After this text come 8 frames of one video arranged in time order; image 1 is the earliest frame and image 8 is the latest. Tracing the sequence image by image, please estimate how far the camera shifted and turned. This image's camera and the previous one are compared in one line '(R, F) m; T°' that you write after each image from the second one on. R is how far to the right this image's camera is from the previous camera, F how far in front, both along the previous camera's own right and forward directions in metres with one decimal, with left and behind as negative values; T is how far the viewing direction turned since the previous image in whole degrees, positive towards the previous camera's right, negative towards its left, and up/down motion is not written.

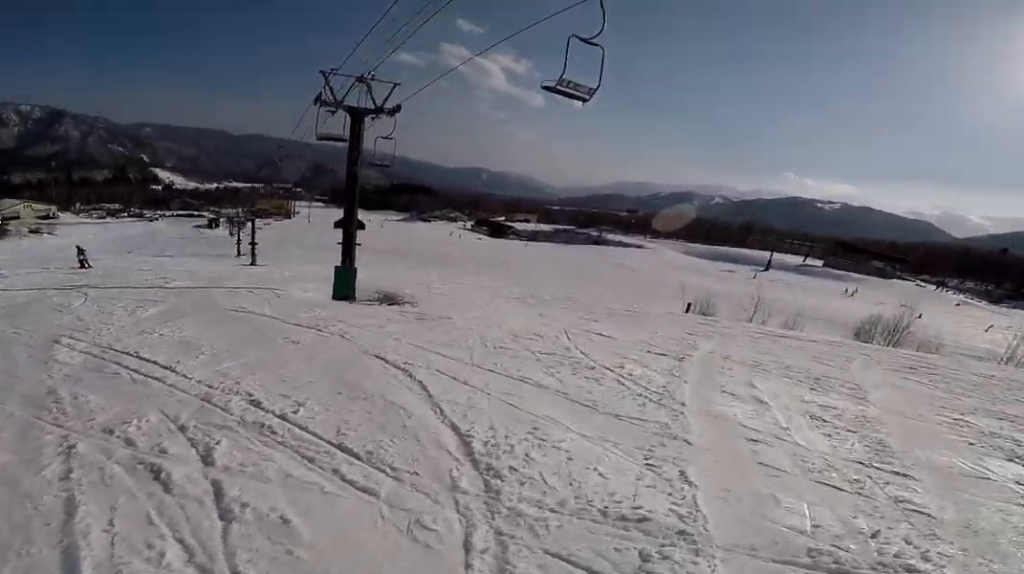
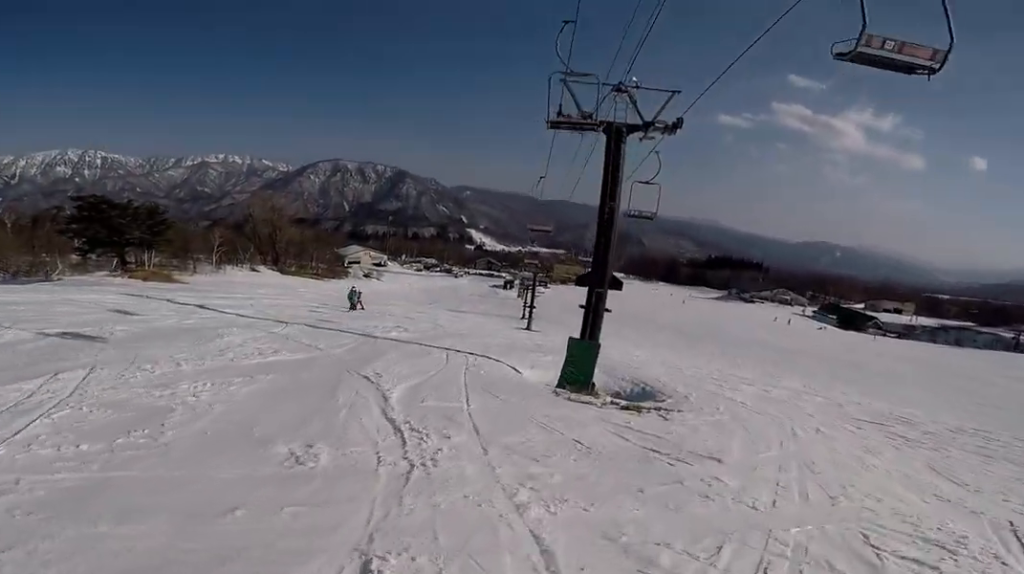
(-2.4, +4.2) m; -46°
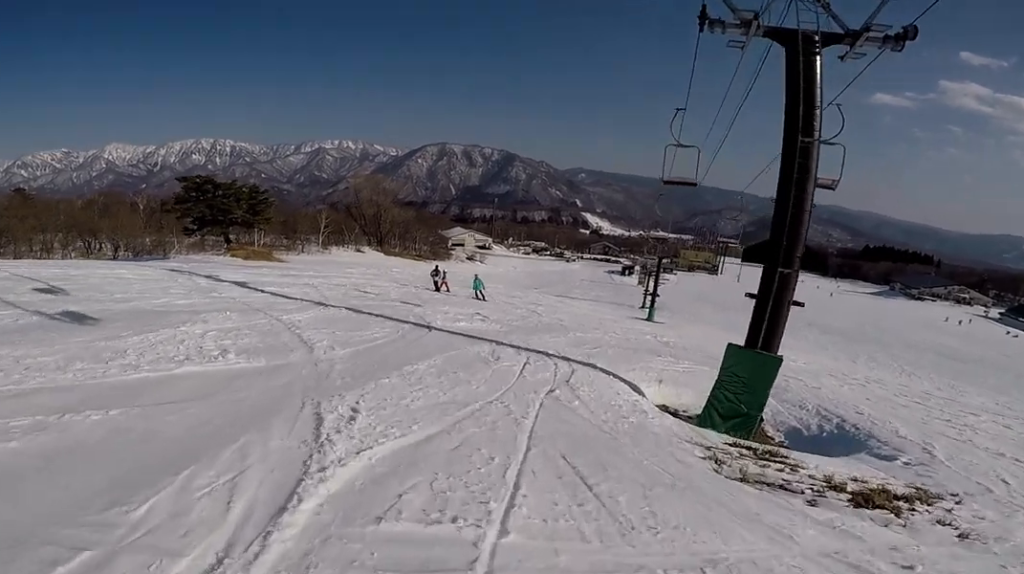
(-0.7, +3.8) m; -20°
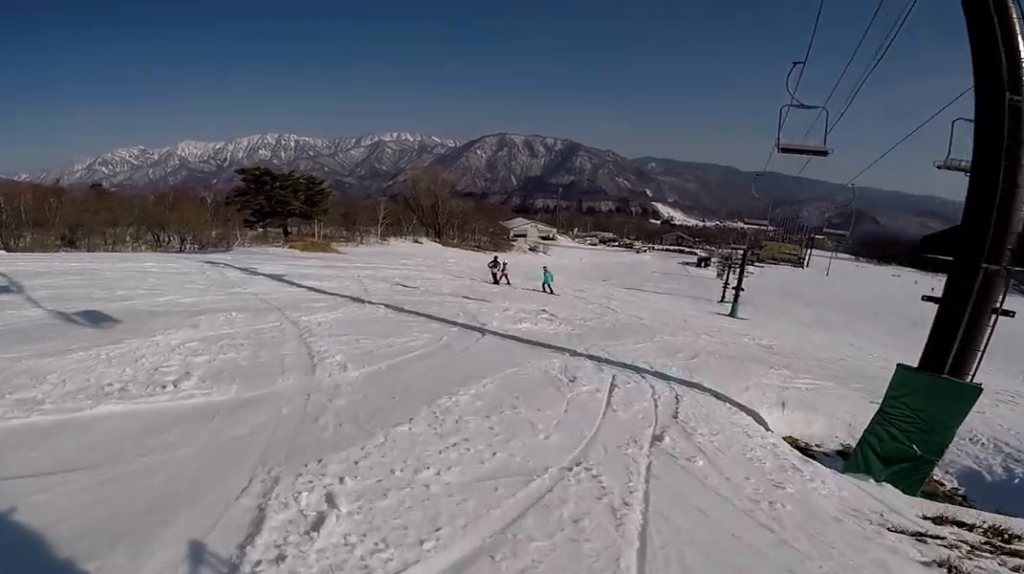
(-0.3, +1.6) m; -7°
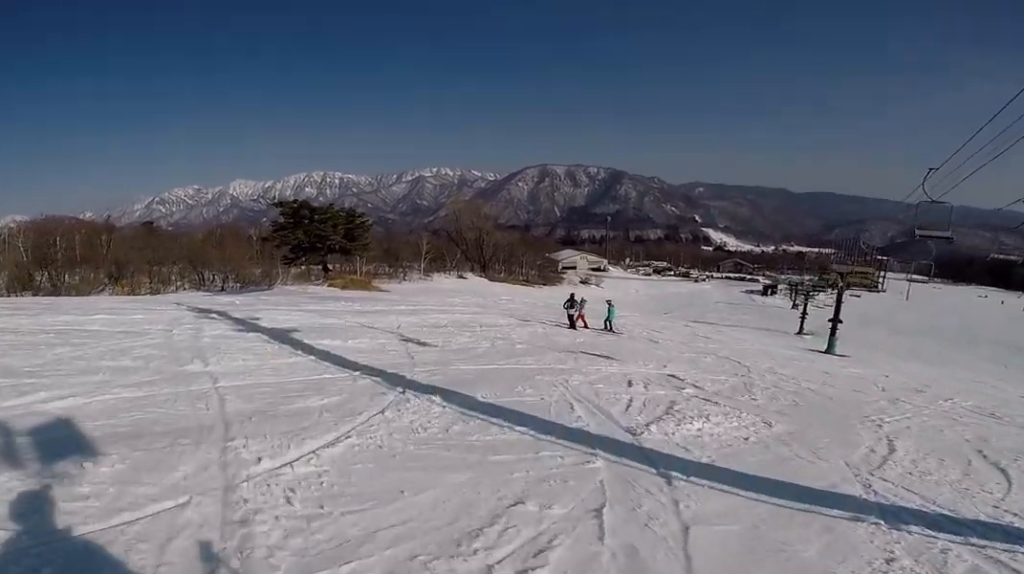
(-0.7, +4.1) m; -11°
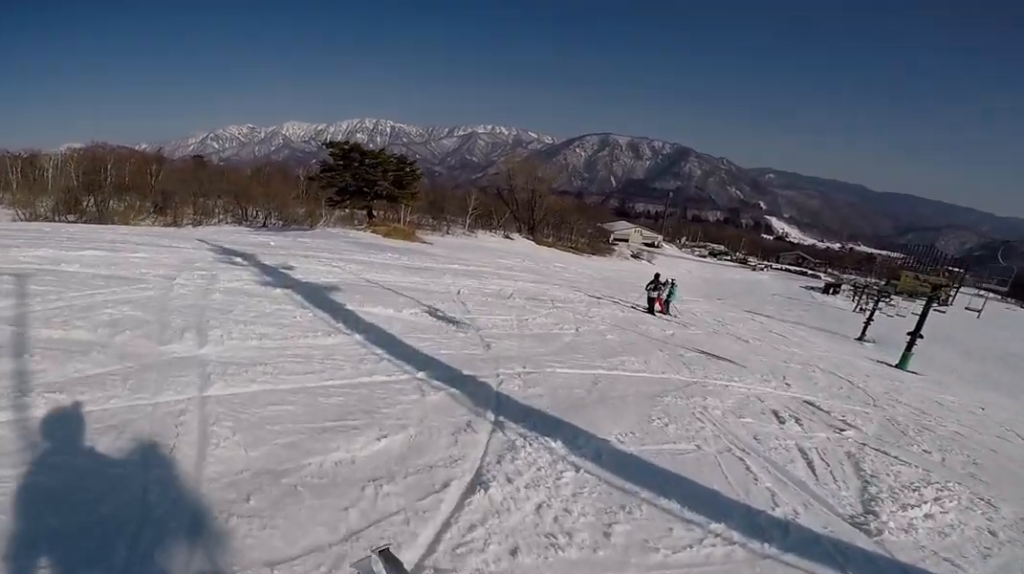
(-0.1, +2.7) m; +3°
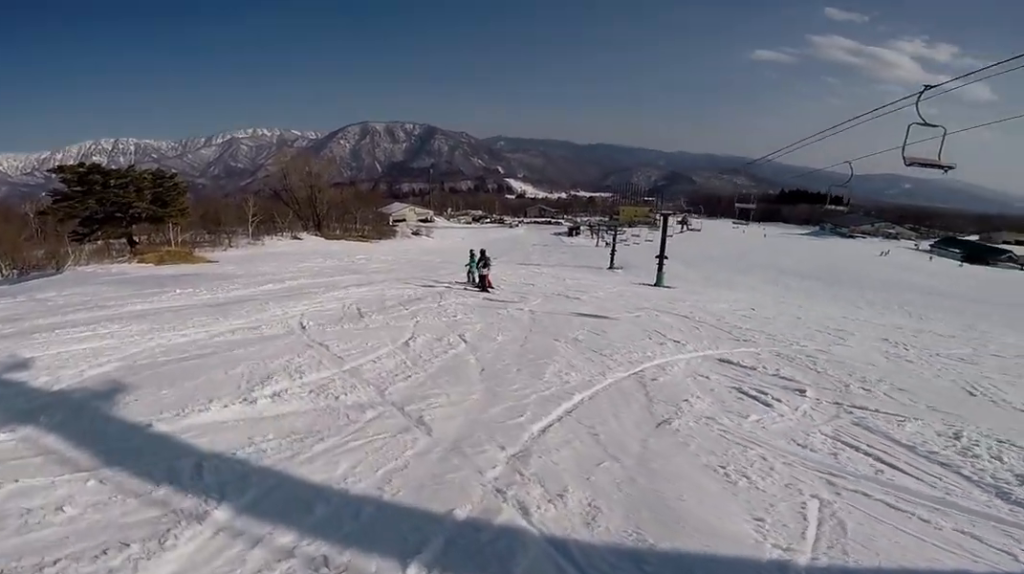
(+1.2, +4.2) m; +40°
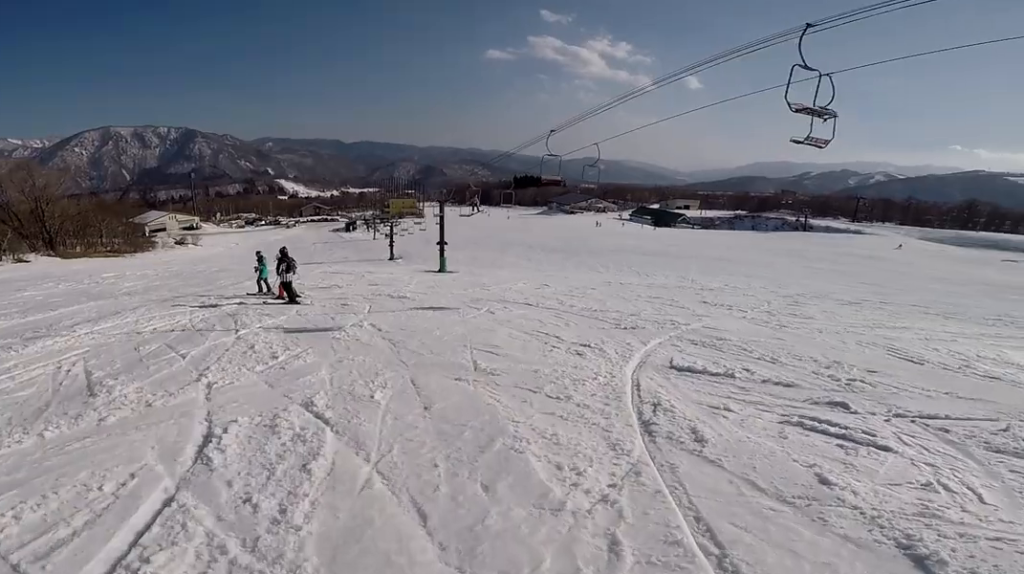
(+1.5, +3.9) m; +20°
